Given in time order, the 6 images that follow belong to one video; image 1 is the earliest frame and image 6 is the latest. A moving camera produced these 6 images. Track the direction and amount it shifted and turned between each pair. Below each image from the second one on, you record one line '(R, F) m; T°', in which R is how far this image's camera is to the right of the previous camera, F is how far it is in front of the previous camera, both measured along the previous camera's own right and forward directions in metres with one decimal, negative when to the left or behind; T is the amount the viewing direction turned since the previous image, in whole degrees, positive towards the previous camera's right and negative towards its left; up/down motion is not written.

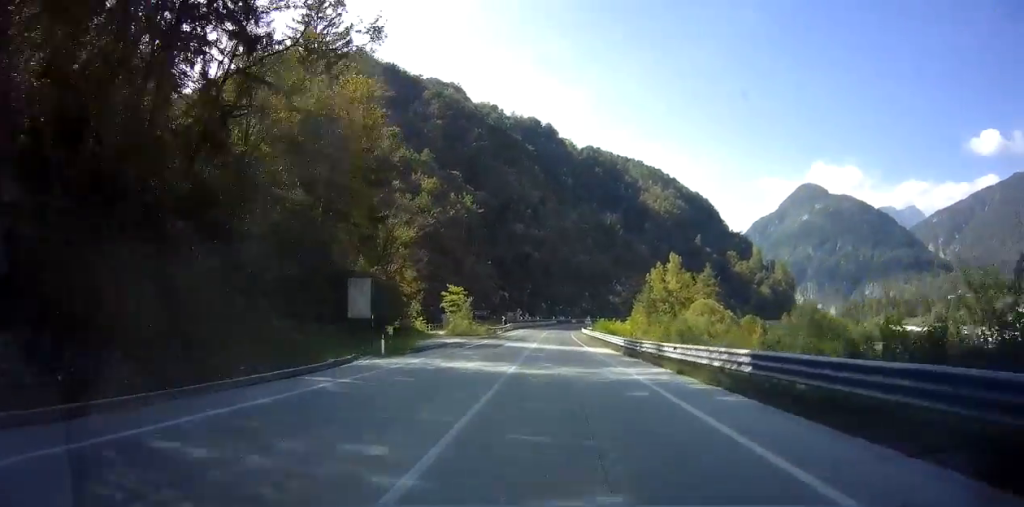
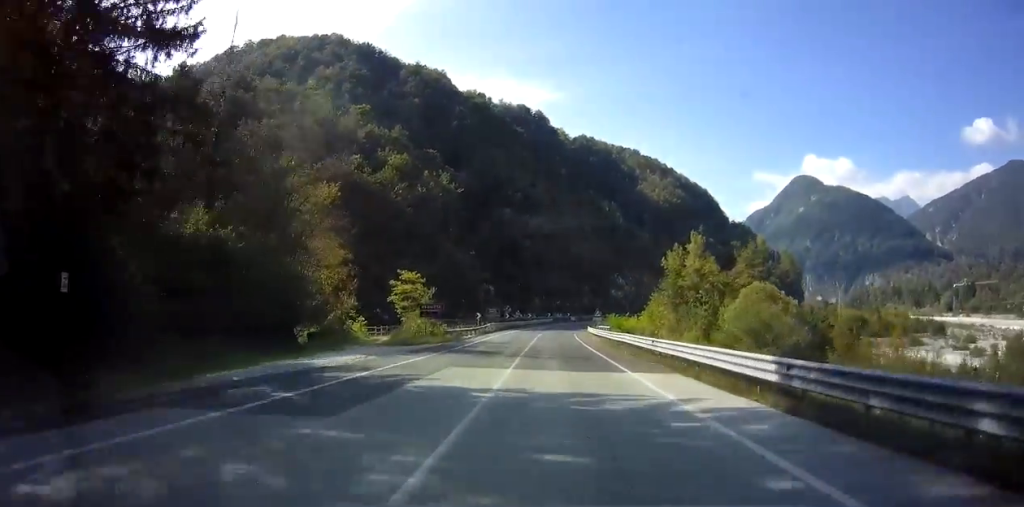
(0.0, +22.4) m; 0°
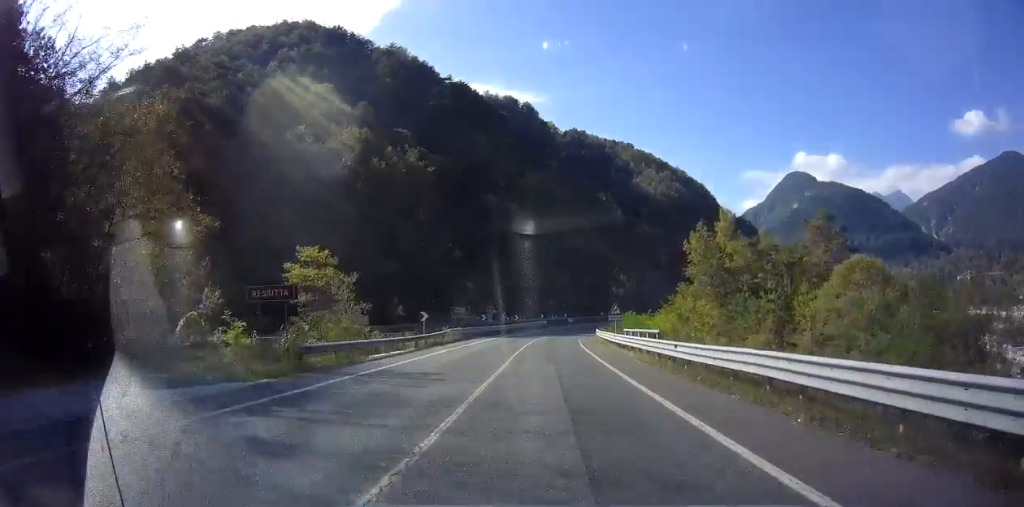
(0.0, +21.0) m; 0°
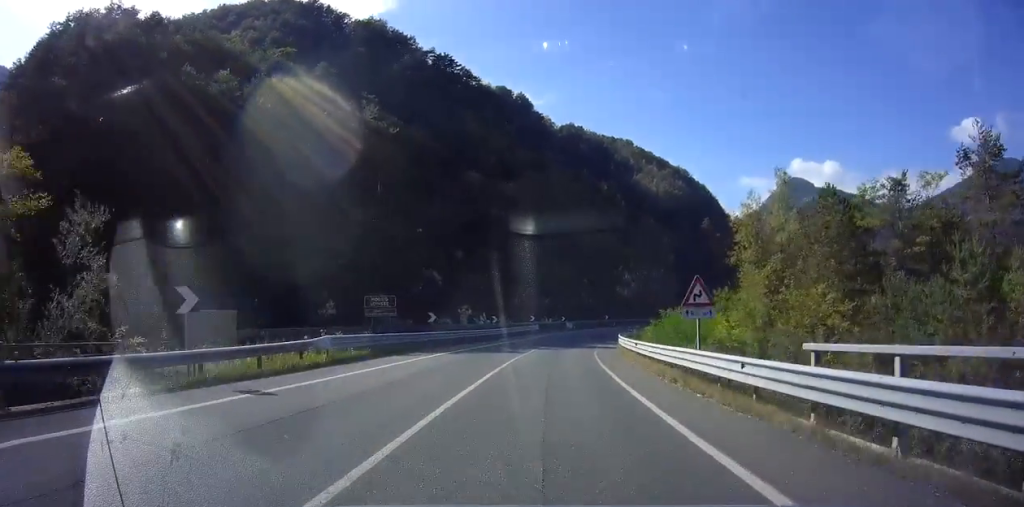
(0.0, +23.1) m; +2°
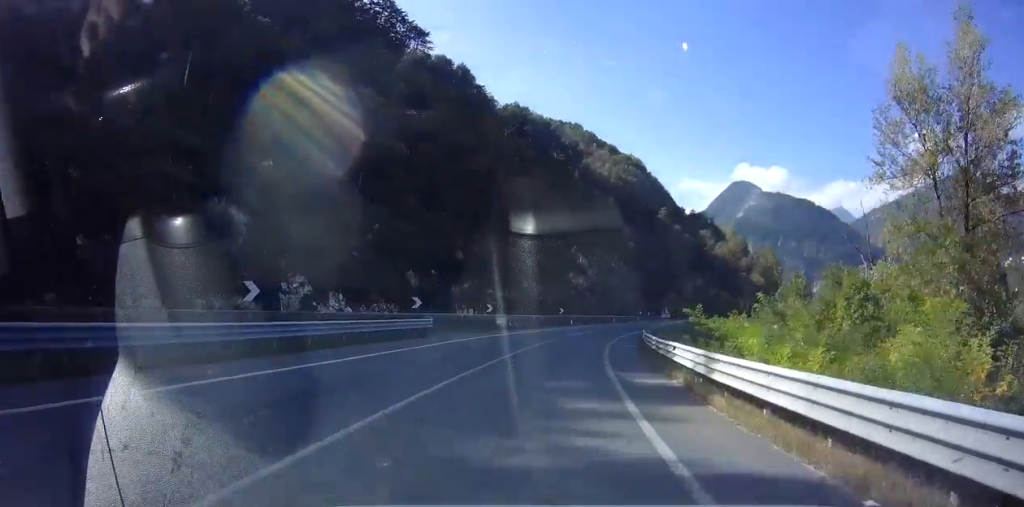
(+2.3, +35.7) m; +7°
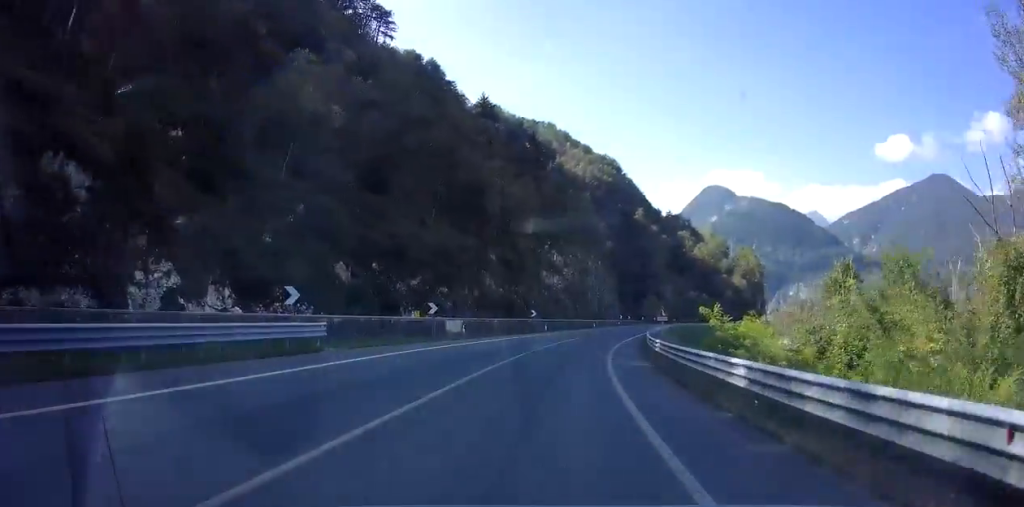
(+0.2, +12.1) m; +3°
